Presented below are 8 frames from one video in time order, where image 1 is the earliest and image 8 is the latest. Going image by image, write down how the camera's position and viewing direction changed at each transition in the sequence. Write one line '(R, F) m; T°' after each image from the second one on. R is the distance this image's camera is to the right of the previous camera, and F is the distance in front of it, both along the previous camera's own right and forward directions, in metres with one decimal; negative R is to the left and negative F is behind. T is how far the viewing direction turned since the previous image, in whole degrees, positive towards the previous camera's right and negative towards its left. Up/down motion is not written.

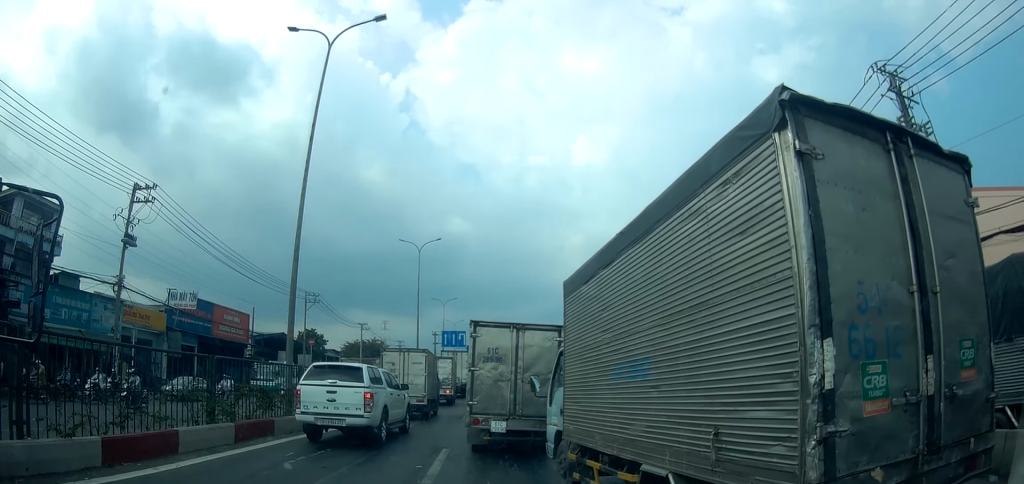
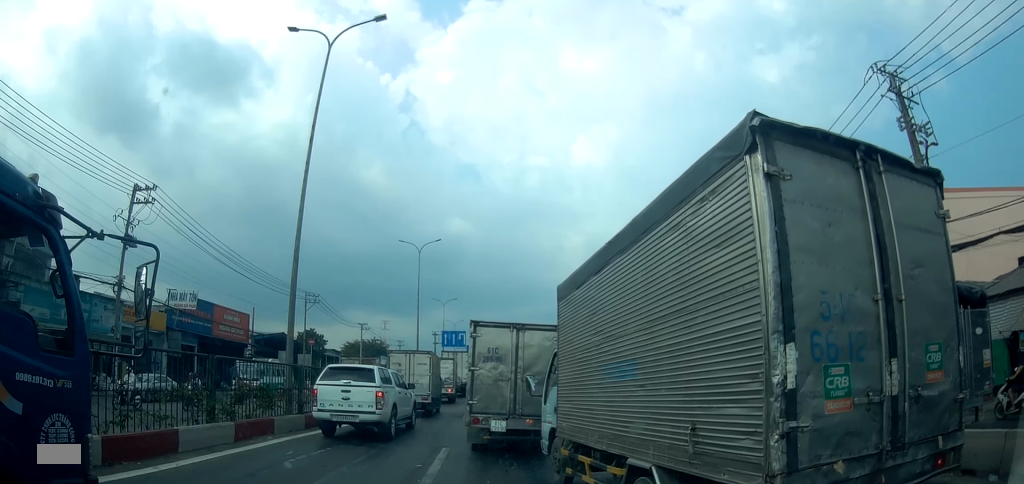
(0.0, 0.0) m; 0°
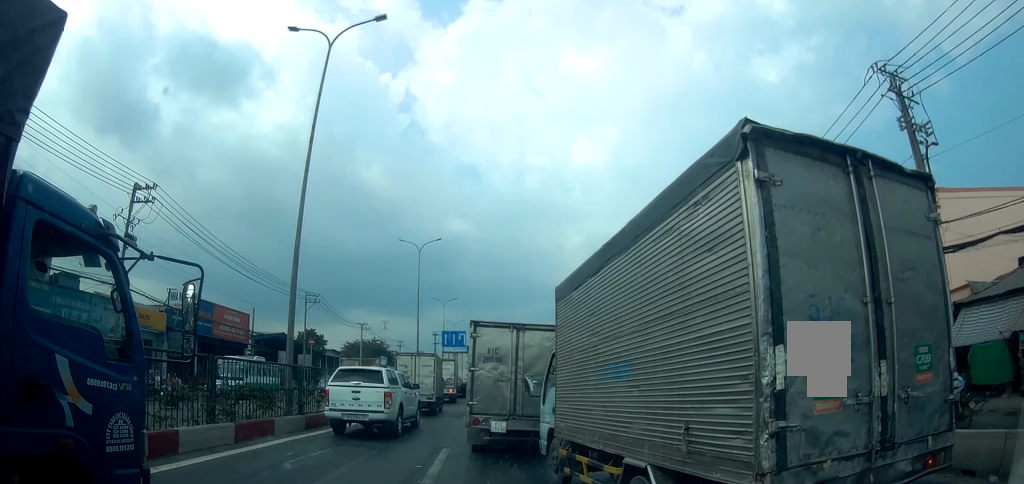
(0.0, 0.0) m; 0°
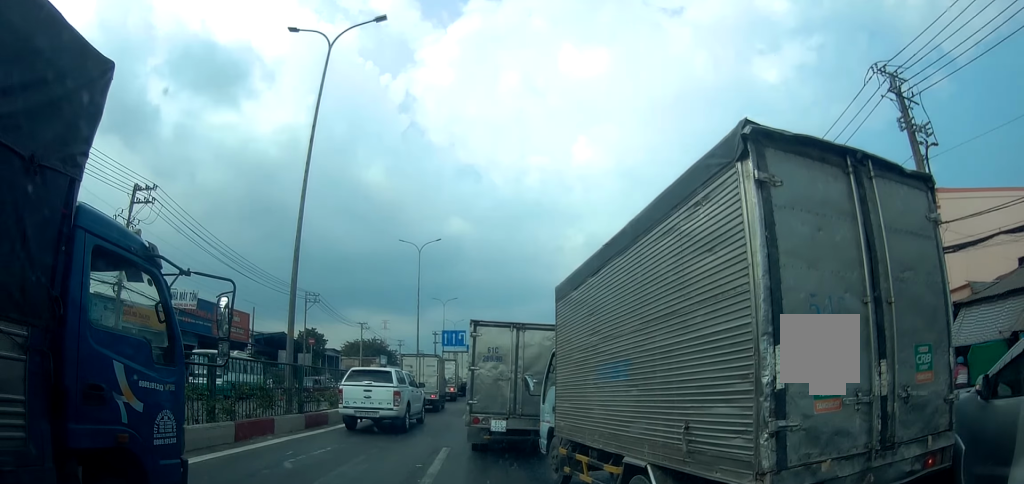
(0.0, 0.0) m; 0°
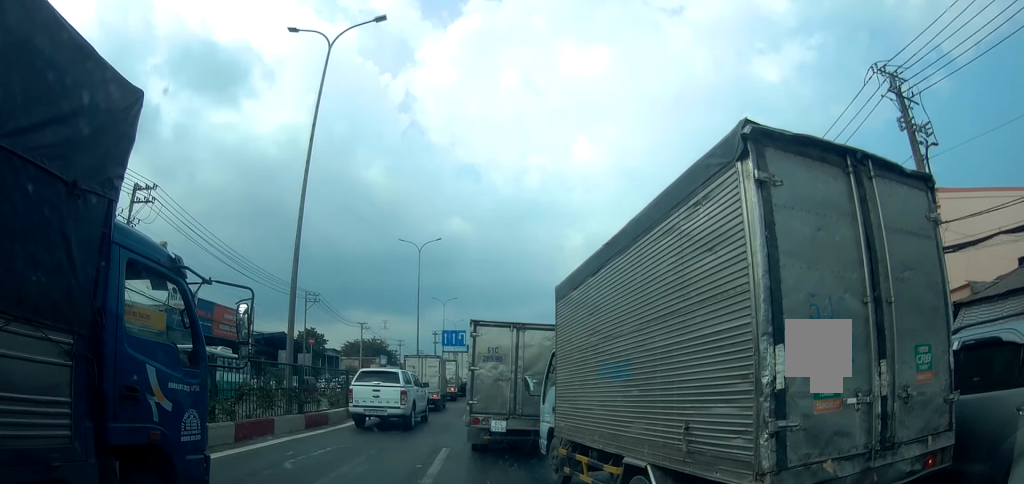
(0.0, 0.0) m; 0°
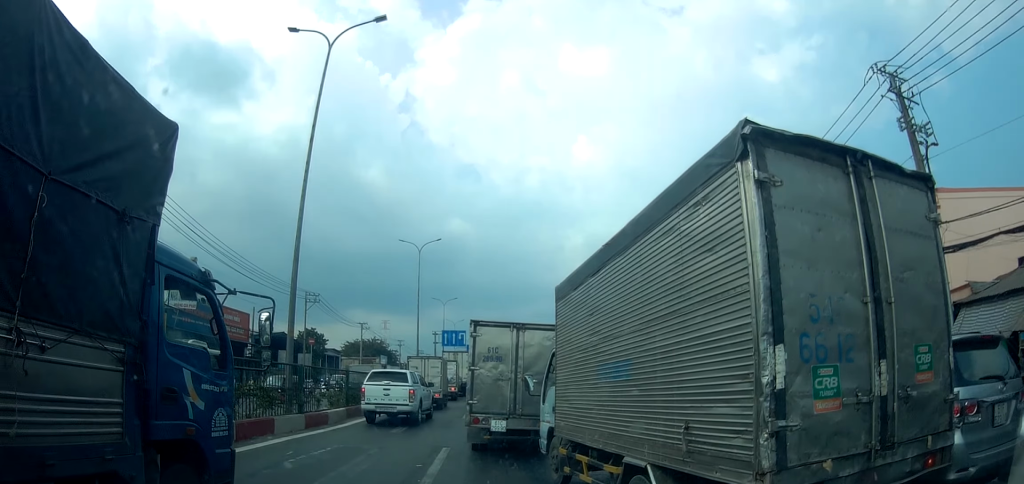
(0.0, 0.0) m; 0°
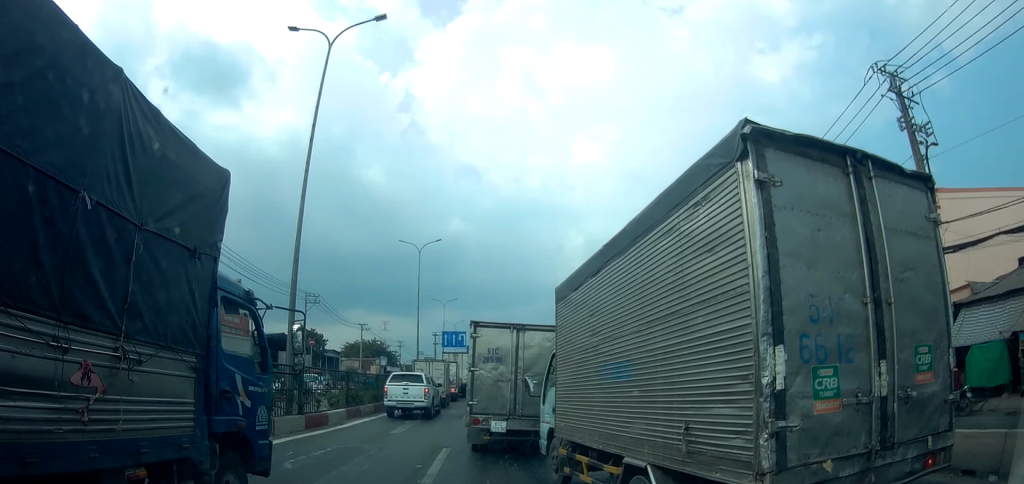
(0.0, 0.0) m; 0°
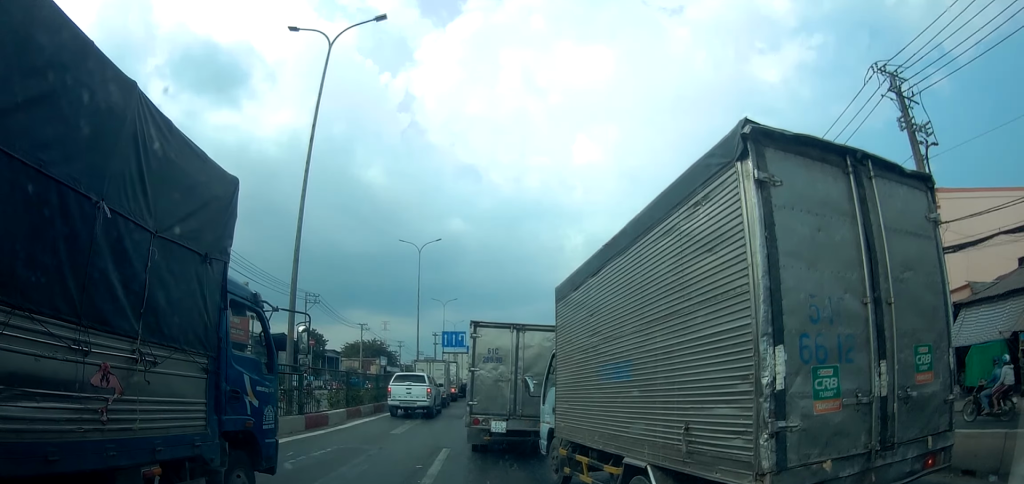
(0.0, 0.0) m; 0°
